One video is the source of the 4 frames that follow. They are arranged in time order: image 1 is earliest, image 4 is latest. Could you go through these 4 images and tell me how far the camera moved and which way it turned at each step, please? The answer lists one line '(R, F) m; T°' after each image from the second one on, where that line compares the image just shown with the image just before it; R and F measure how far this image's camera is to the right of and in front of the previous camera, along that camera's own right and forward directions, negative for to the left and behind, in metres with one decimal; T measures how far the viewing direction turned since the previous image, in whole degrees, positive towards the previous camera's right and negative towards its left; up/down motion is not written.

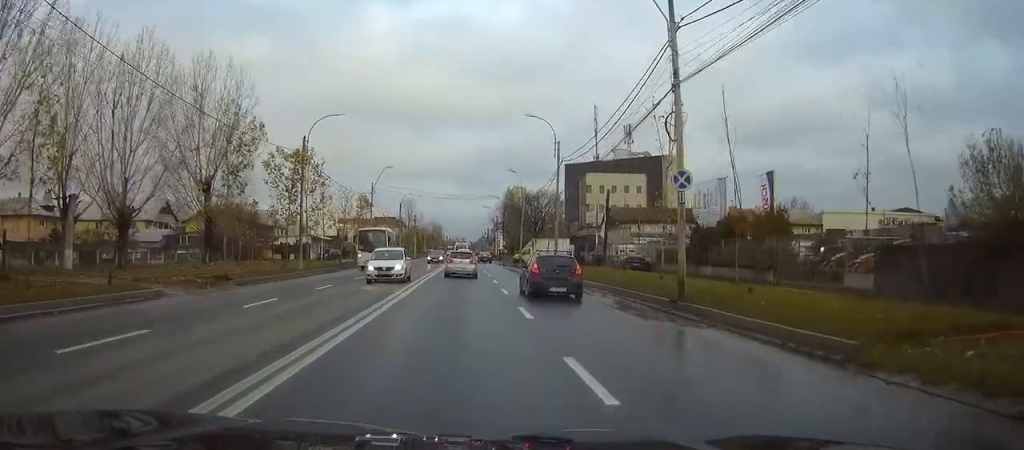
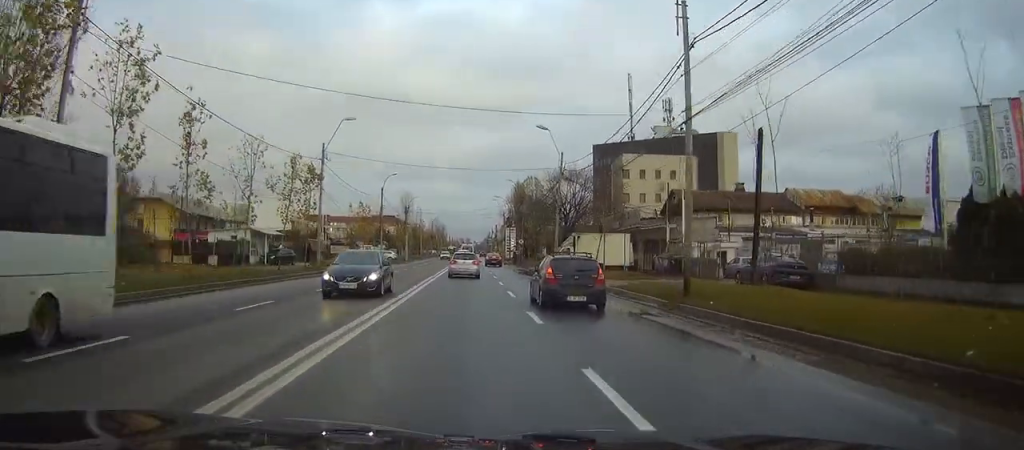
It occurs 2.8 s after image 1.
(-0.6, +34.9) m; -1°
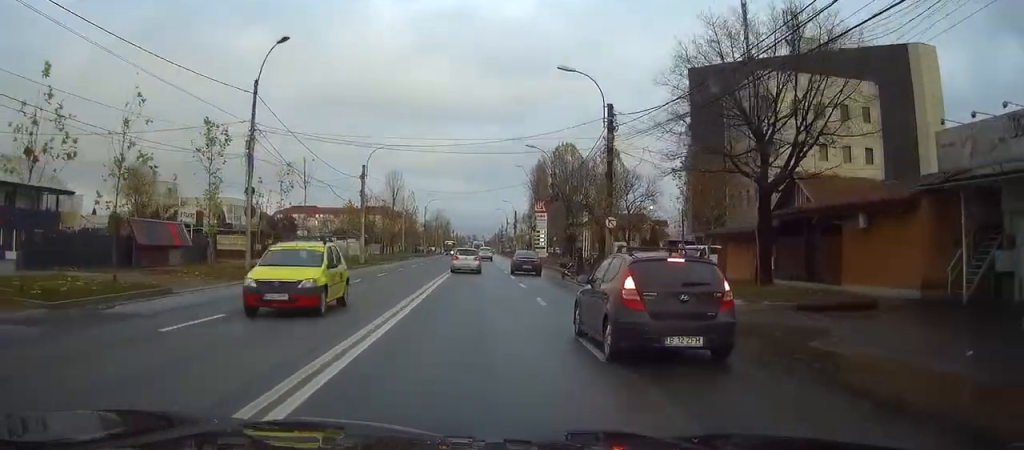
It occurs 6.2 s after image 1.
(0.0, +47.3) m; -1°
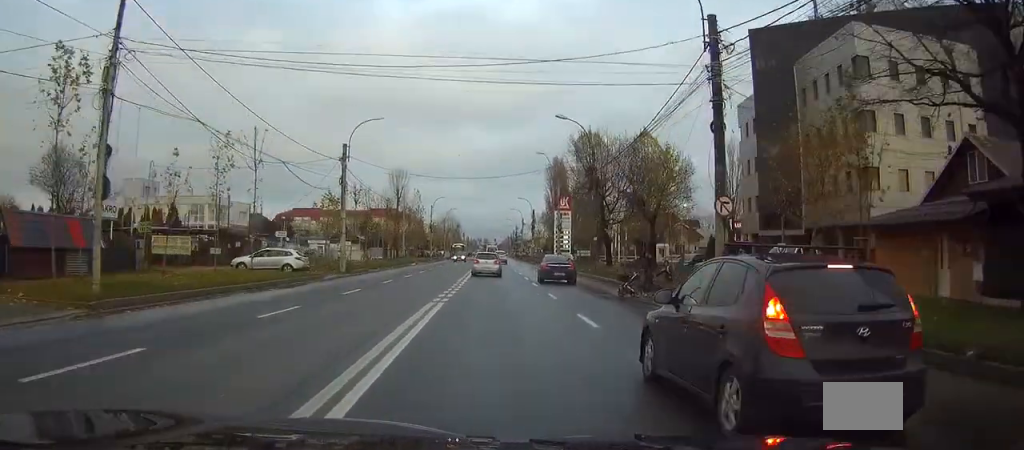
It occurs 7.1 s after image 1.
(0.0, +13.6) m; 0°
